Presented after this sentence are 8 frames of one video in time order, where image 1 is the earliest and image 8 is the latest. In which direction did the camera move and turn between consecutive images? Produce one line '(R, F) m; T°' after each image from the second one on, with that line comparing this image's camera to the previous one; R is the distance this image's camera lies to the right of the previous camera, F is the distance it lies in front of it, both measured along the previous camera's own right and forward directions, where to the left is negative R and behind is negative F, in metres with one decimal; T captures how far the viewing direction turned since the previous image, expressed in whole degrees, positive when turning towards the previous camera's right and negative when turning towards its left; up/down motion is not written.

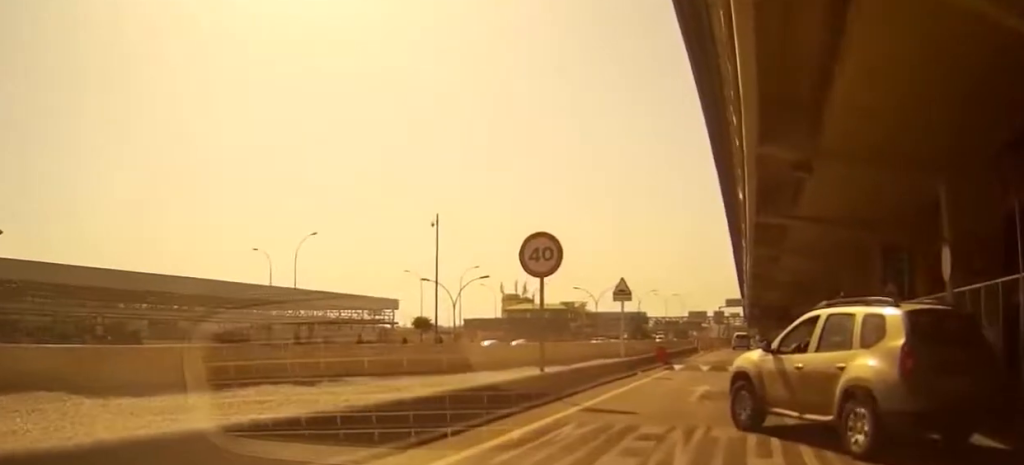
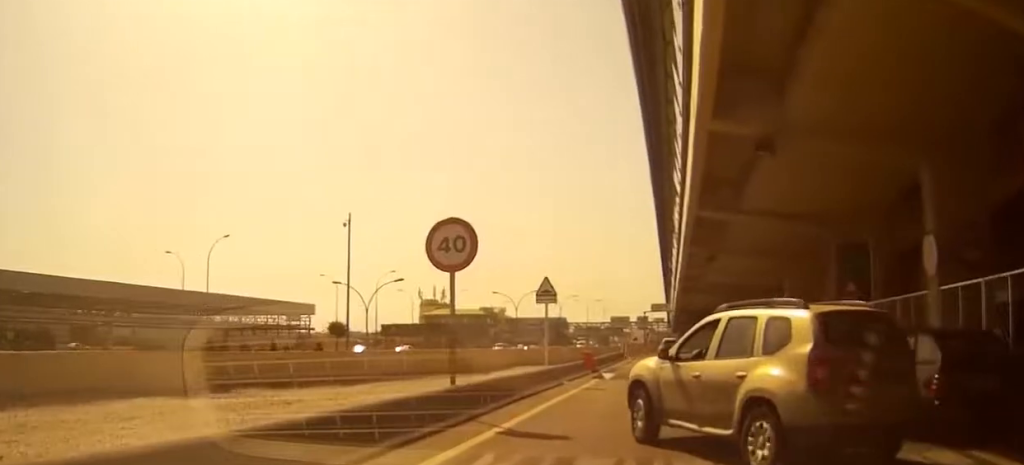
(0.0, +3.0) m; +1°
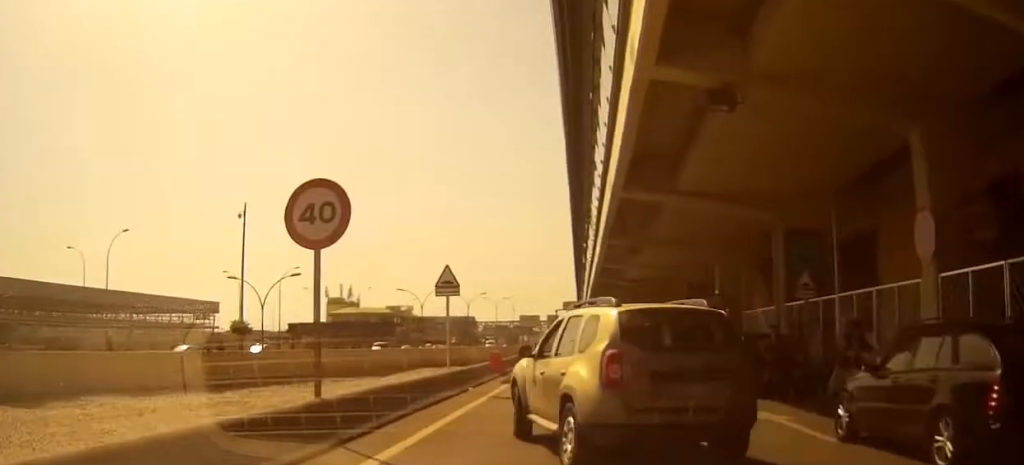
(+0.1, +3.8) m; +5°
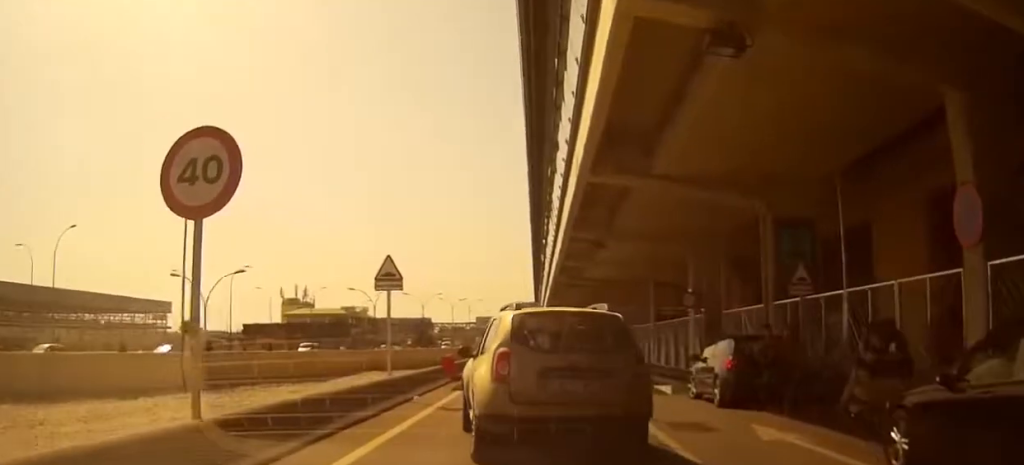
(+0.2, +3.8) m; +5°
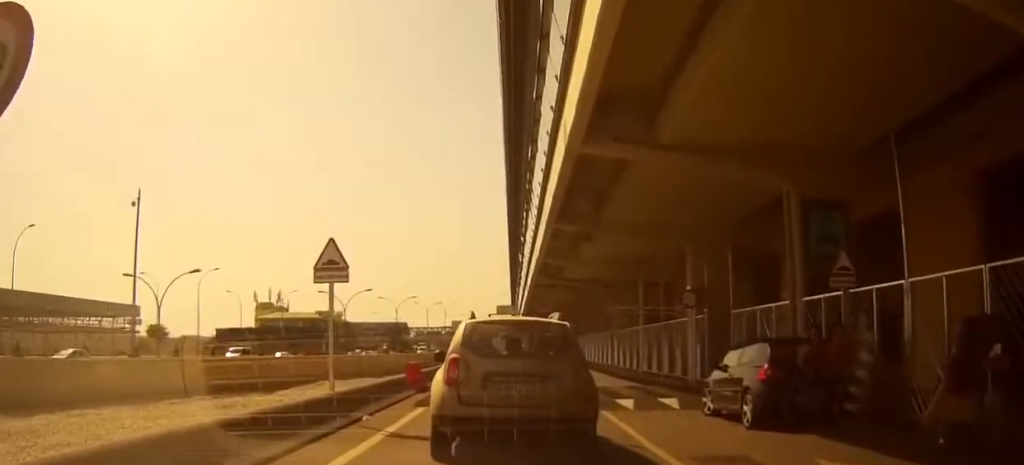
(+0.2, +4.7) m; +4°
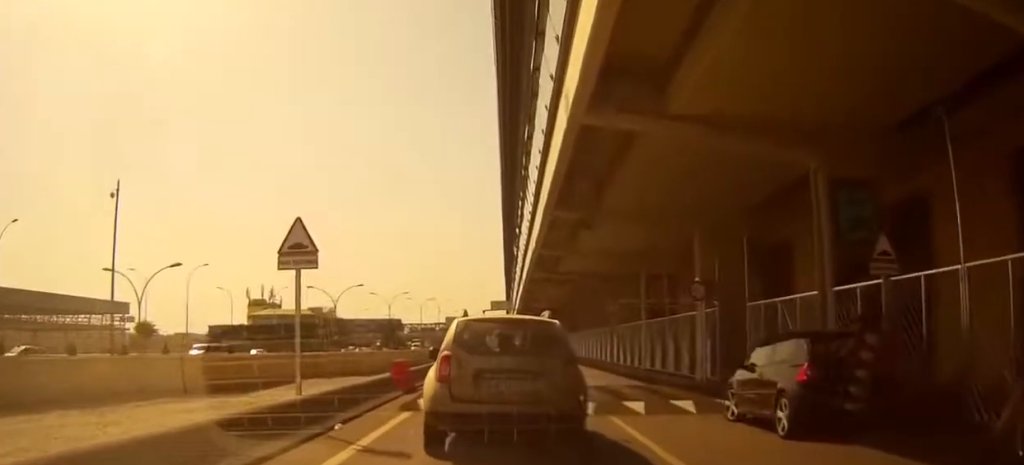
(0.0, +2.2) m; +2°
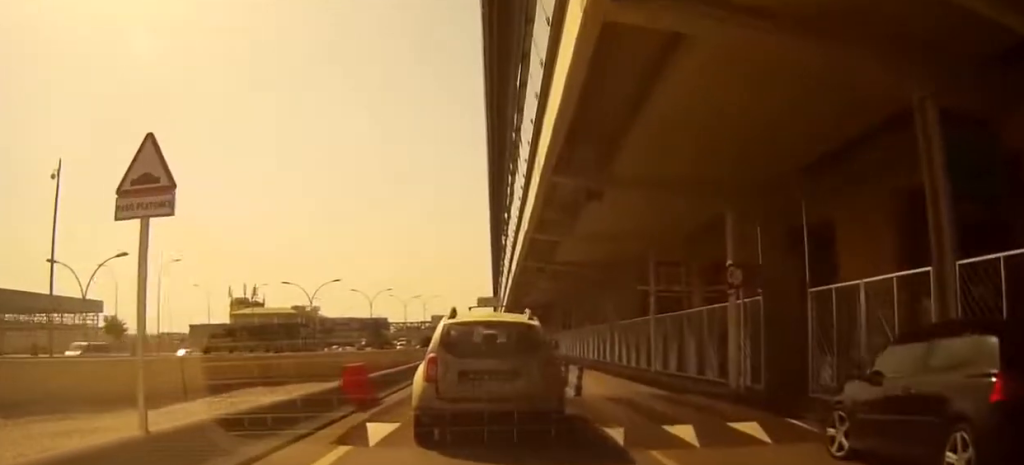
(+0.1, +5.4) m; +2°
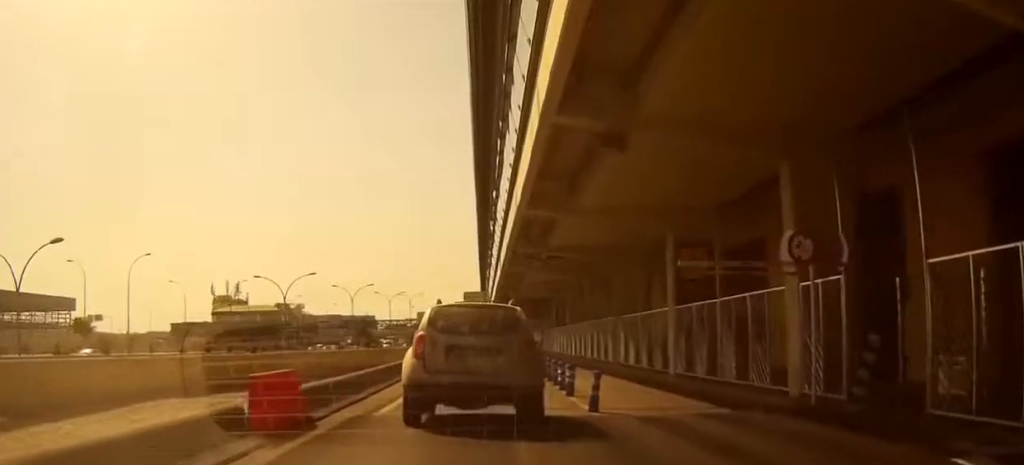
(+0.1, +5.7) m; 0°
